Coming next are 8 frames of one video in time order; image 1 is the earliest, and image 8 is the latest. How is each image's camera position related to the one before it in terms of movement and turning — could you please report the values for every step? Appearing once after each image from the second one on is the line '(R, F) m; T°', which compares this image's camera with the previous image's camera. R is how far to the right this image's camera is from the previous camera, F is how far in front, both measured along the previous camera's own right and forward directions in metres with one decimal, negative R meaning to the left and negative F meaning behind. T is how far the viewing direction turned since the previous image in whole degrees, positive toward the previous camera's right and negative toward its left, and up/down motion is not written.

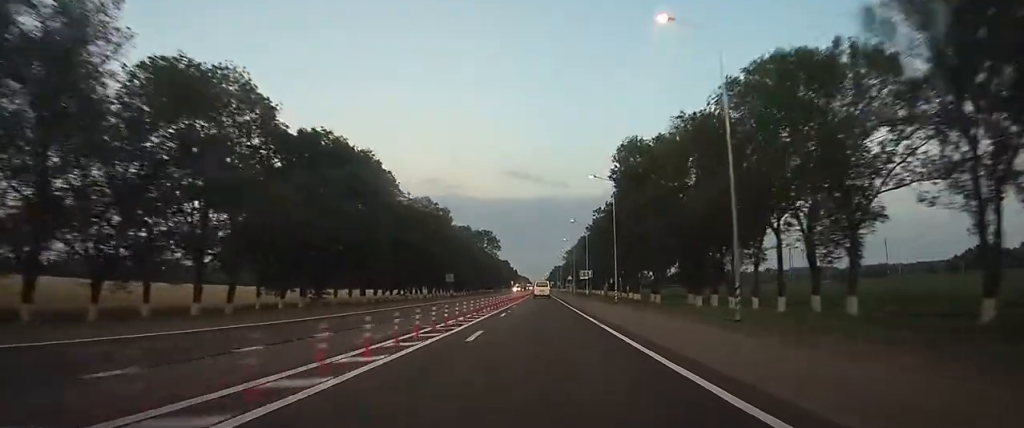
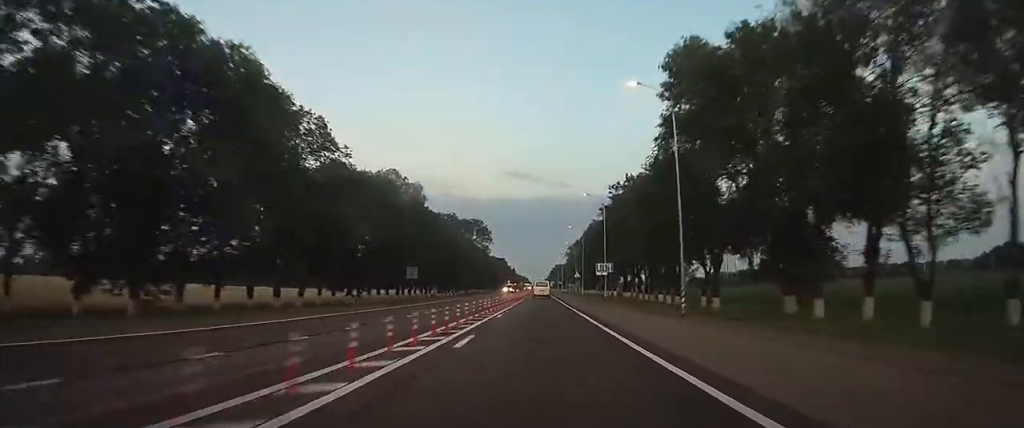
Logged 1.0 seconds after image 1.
(+0.1, +25.5) m; 0°
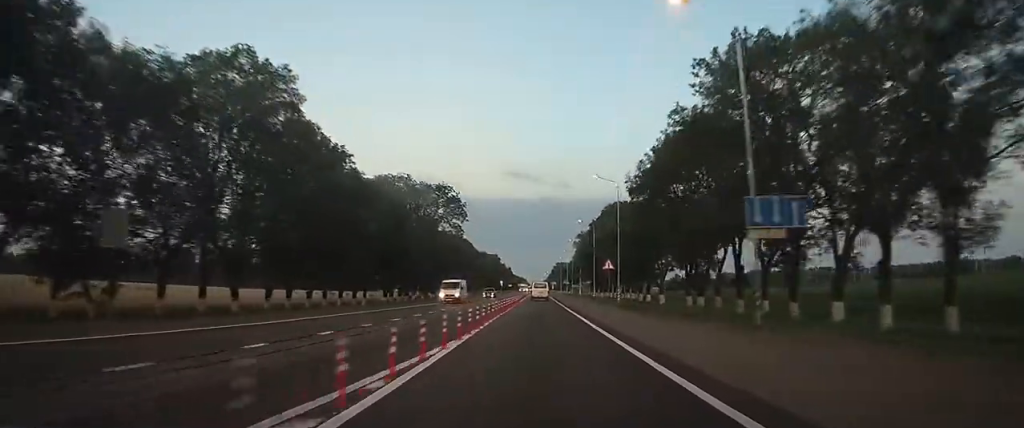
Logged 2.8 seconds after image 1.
(-0.1, +45.9) m; 0°
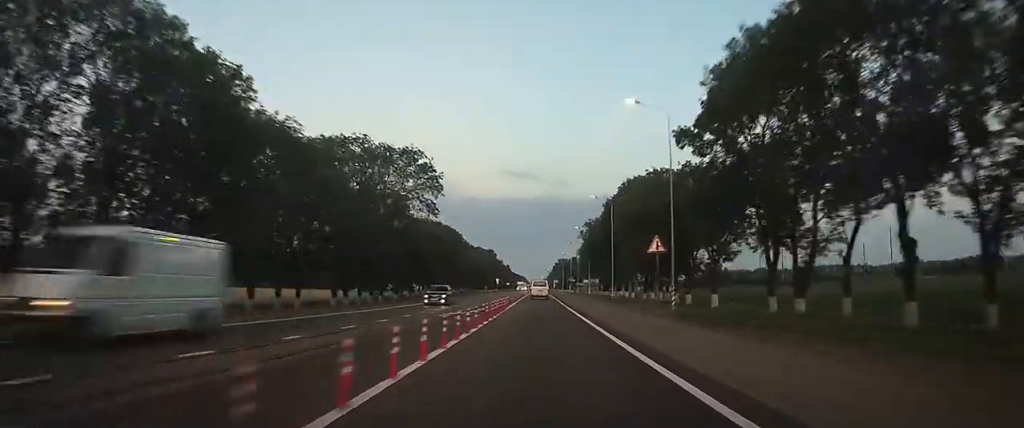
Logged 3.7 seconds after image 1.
(0.0, +22.1) m; 0°
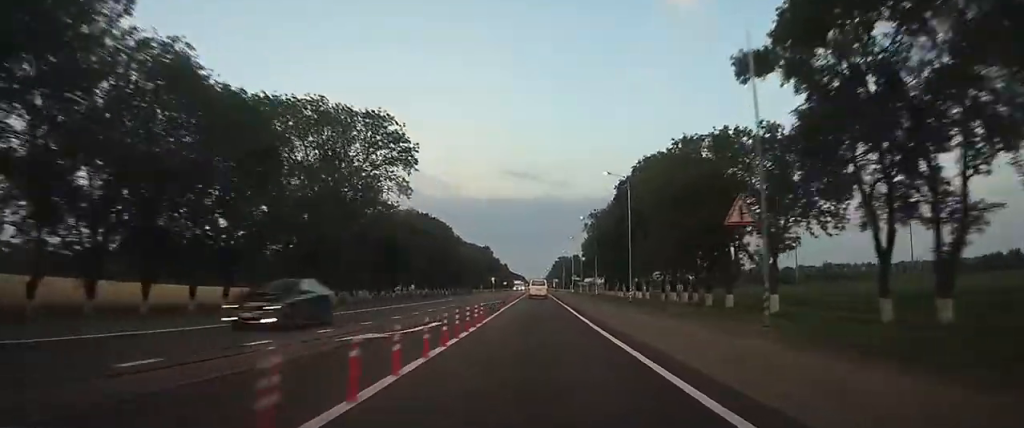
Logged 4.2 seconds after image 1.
(0.0, +13.6) m; 0°
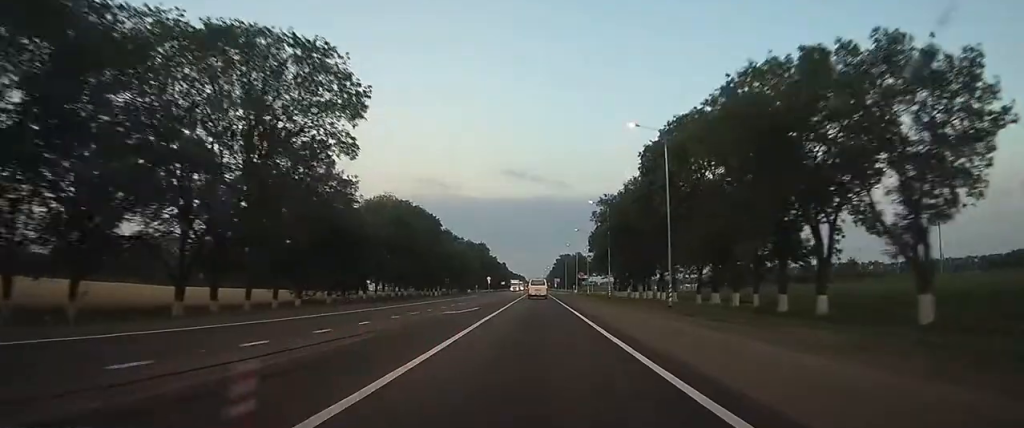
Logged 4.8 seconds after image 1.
(0.0, +16.2) m; 0°
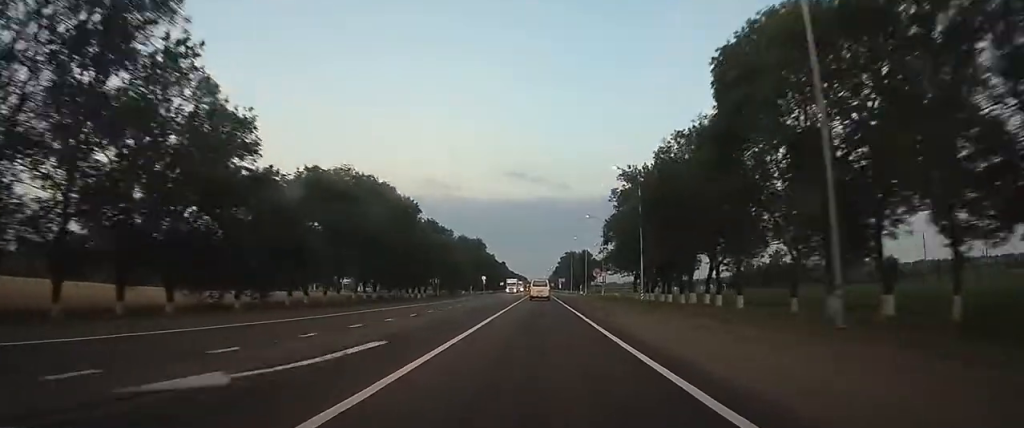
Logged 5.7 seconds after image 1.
(0.0, +21.3) m; 0°
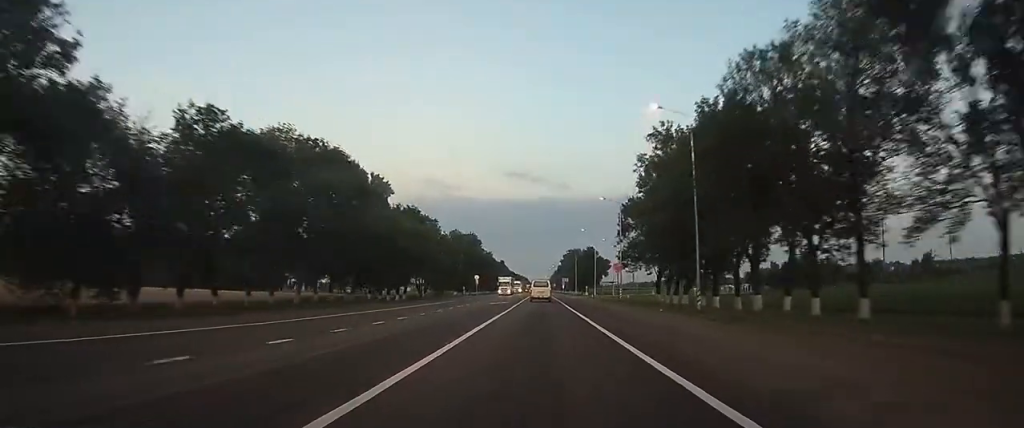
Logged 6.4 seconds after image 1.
(0.0, +17.8) m; 0°
